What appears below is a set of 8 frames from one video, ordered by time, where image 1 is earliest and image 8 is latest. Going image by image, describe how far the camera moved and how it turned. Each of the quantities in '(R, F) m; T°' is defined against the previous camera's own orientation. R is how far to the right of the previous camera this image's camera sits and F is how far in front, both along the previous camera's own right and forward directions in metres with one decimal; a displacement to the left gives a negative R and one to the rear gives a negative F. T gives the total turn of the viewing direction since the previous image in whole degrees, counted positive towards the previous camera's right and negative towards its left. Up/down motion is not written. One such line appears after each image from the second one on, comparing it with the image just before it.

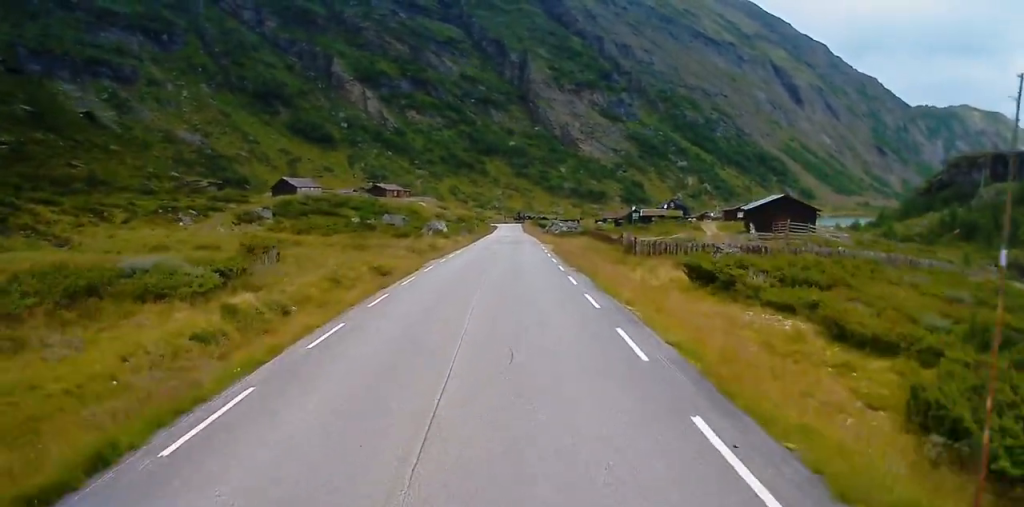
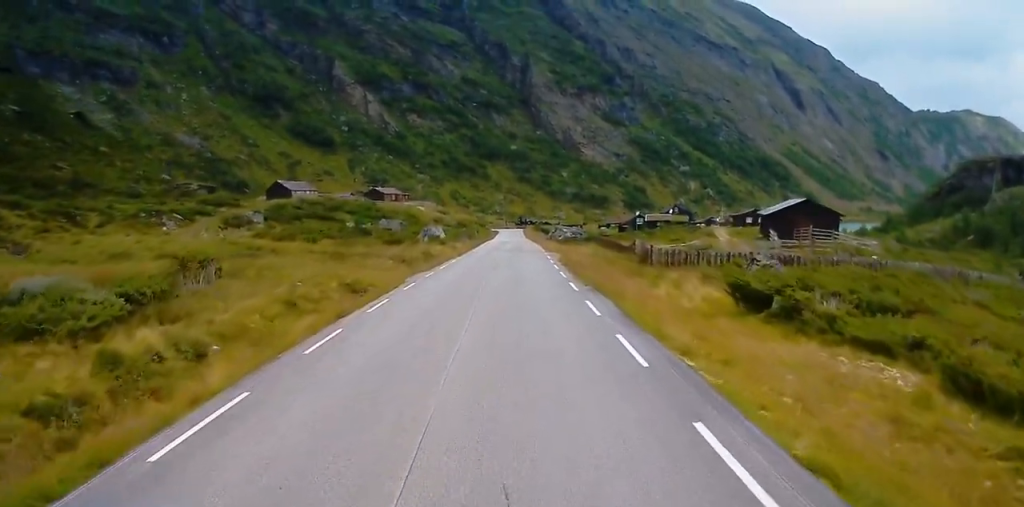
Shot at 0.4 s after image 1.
(+0.1, +6.2) m; 0°
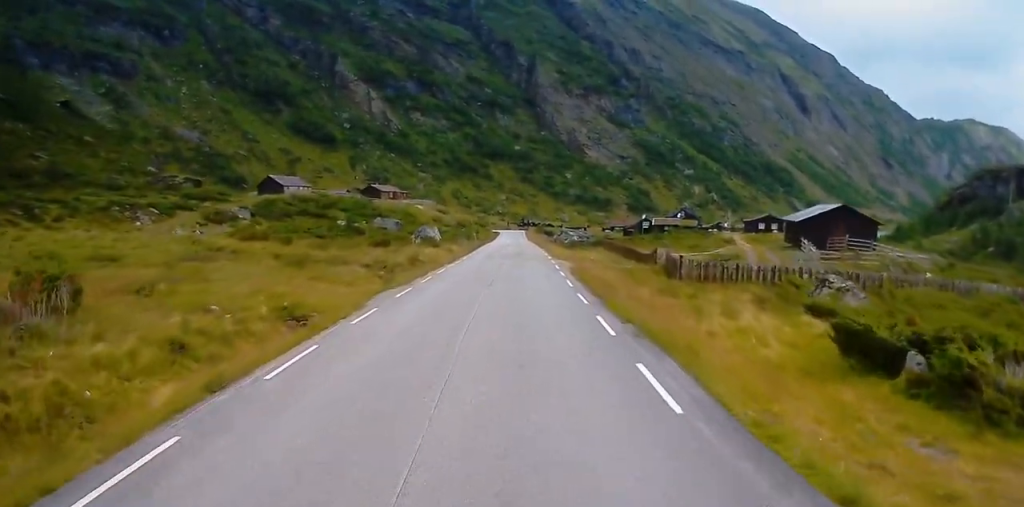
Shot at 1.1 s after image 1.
(+0.2, +8.2) m; 0°
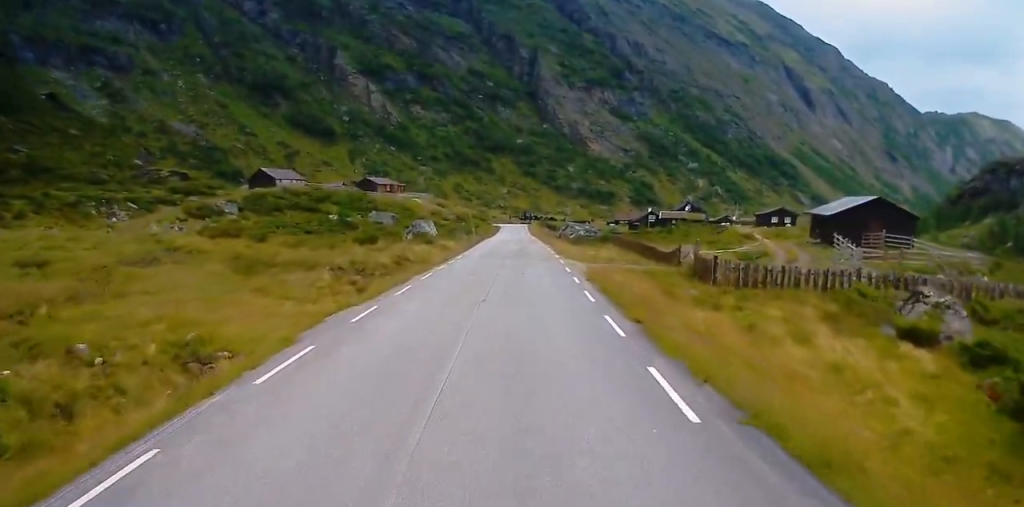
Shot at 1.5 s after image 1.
(-0.1, +6.6) m; 0°
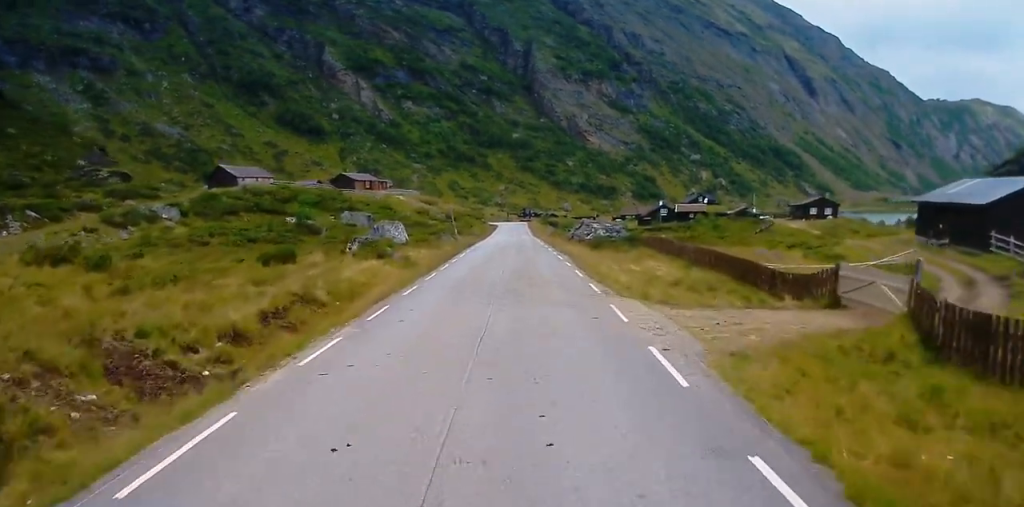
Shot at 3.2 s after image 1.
(+0.1, +22.1) m; +1°
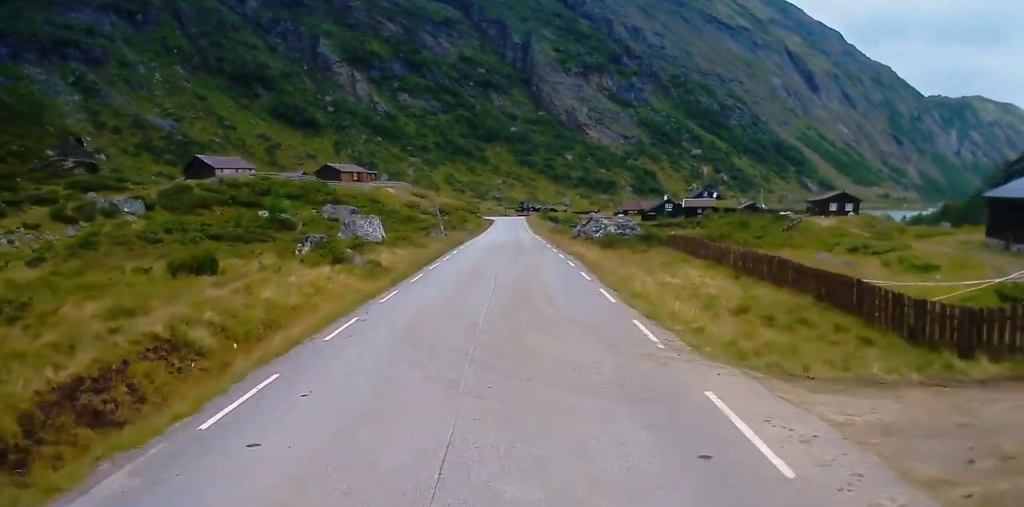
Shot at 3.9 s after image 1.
(0.0, +9.8) m; 0°
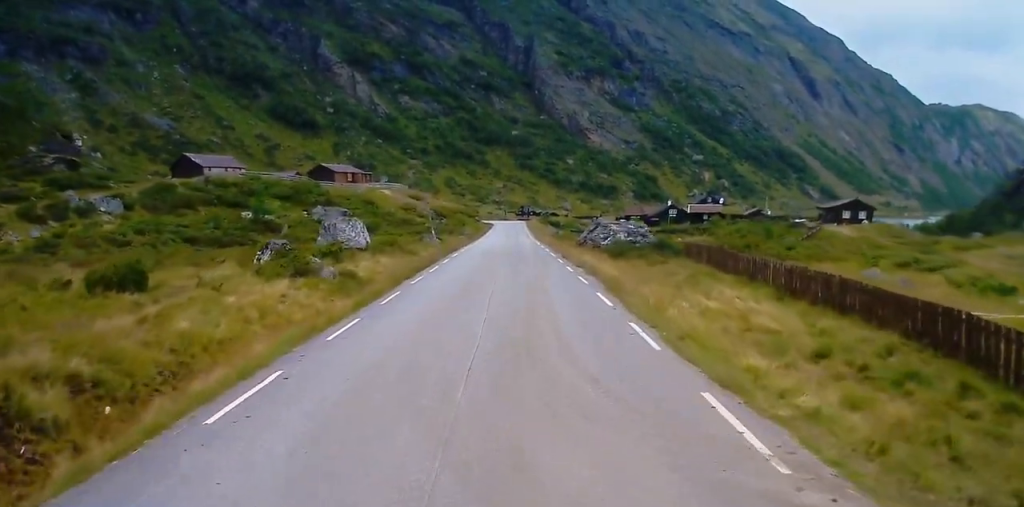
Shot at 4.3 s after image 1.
(0.0, +5.7) m; 0°
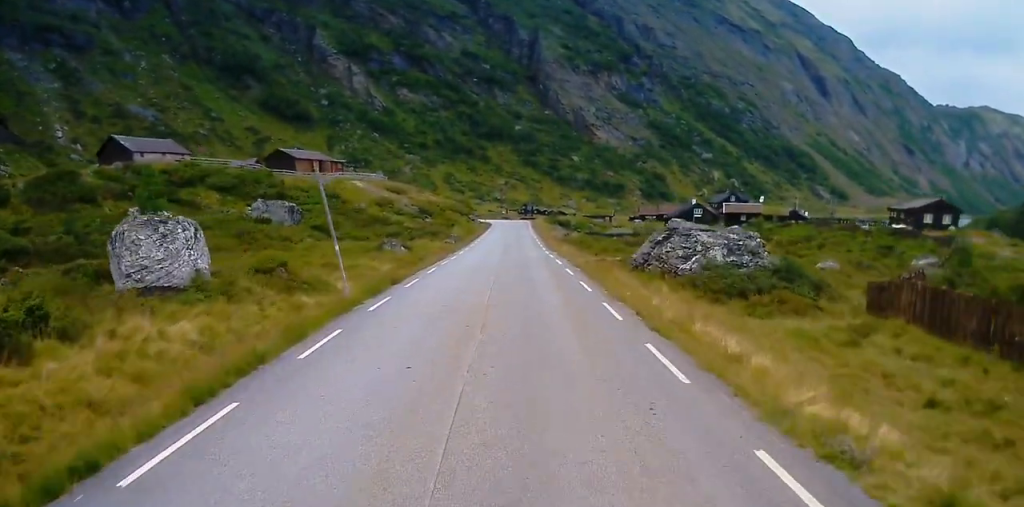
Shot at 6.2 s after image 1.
(0.0, +25.8) m; 0°
